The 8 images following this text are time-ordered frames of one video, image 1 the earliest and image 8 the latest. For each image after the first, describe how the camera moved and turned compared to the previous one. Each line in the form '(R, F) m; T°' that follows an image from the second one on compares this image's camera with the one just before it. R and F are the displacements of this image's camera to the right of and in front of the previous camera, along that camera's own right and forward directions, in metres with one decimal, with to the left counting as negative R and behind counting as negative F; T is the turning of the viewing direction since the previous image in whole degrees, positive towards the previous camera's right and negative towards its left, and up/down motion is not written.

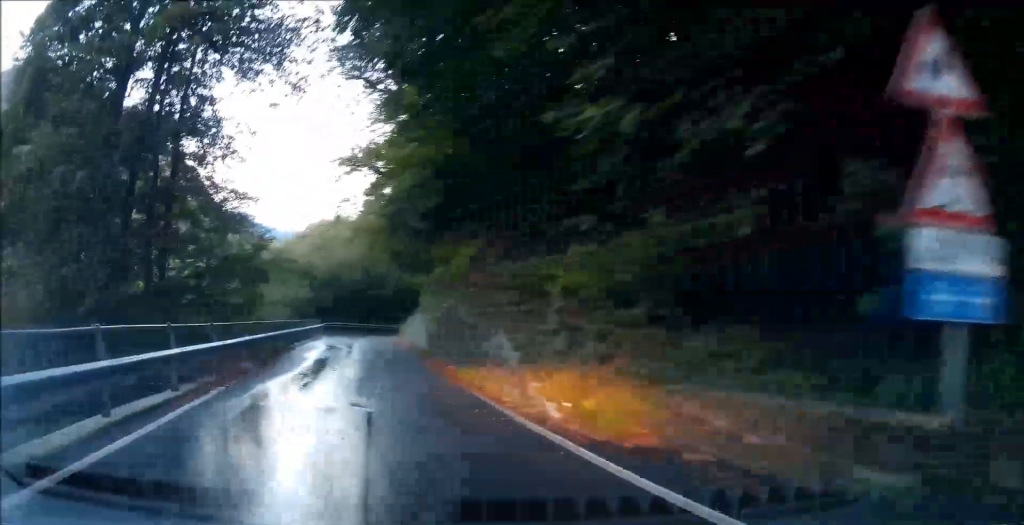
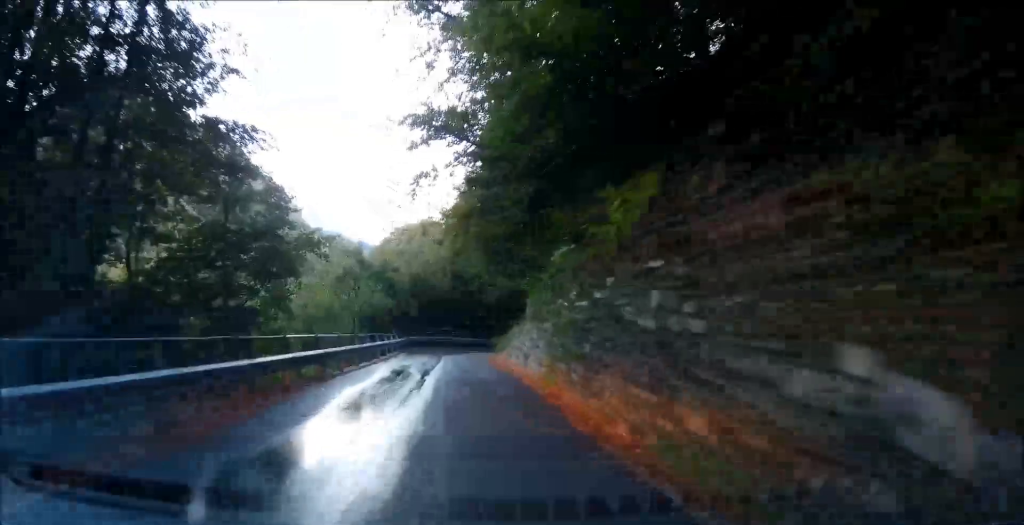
(-0.4, +7.9) m; -4°
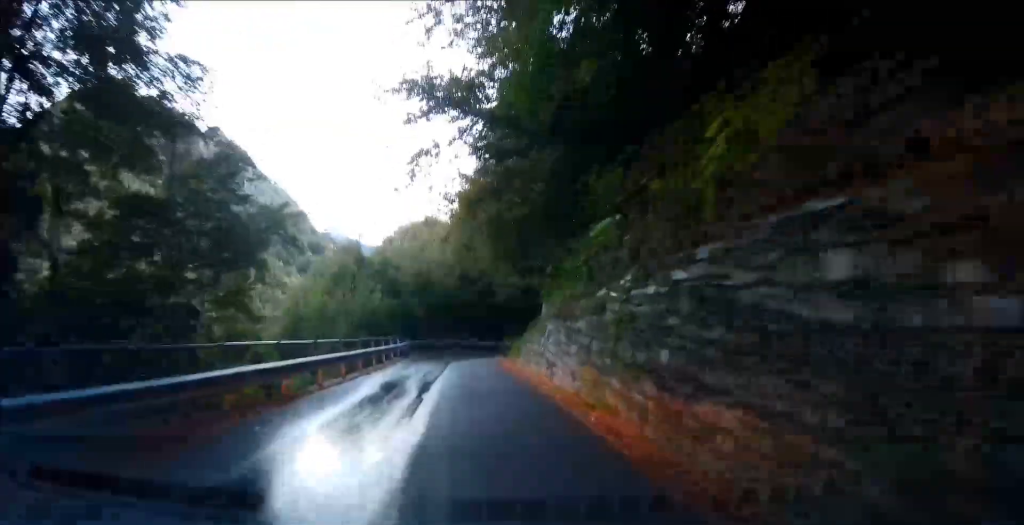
(0.0, +3.5) m; +1°
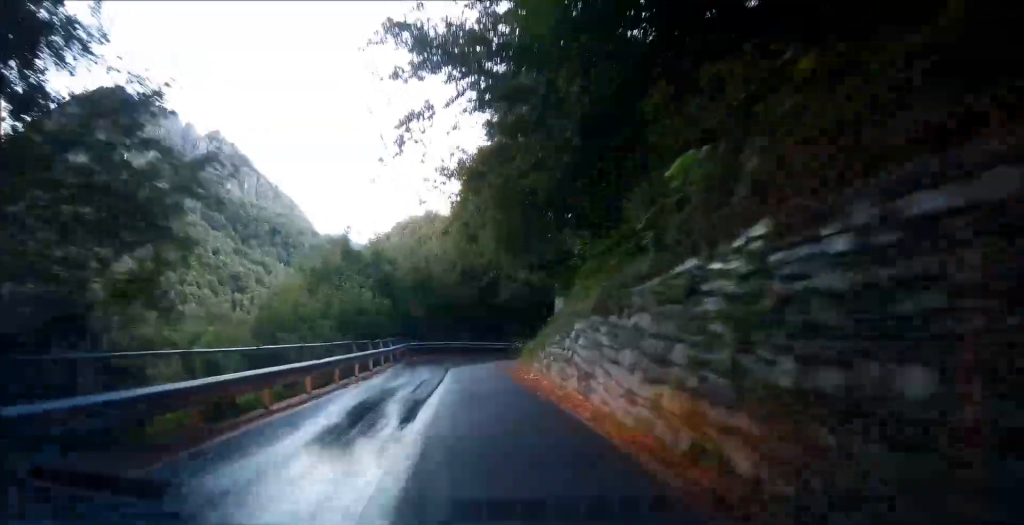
(-0.2, +3.8) m; +2°
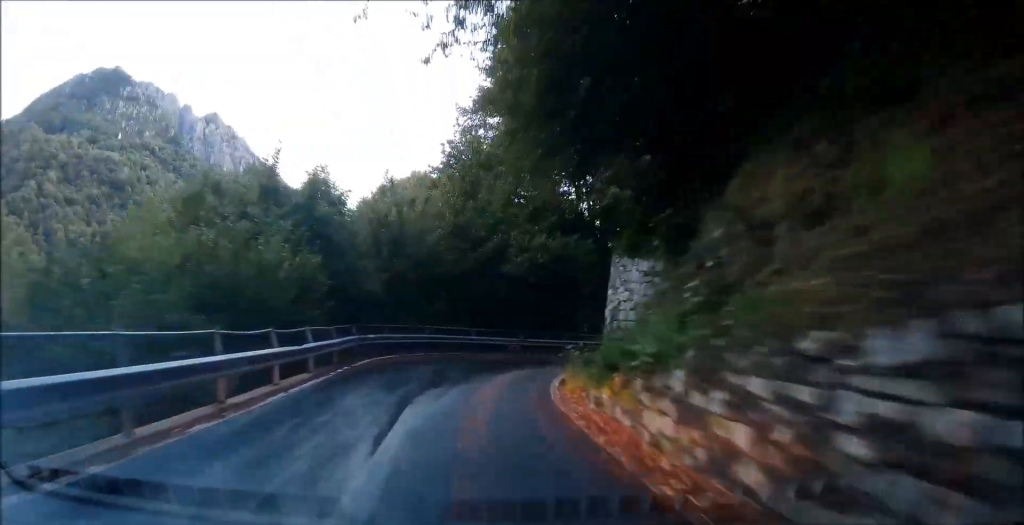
(+0.8, +12.2) m; +3°
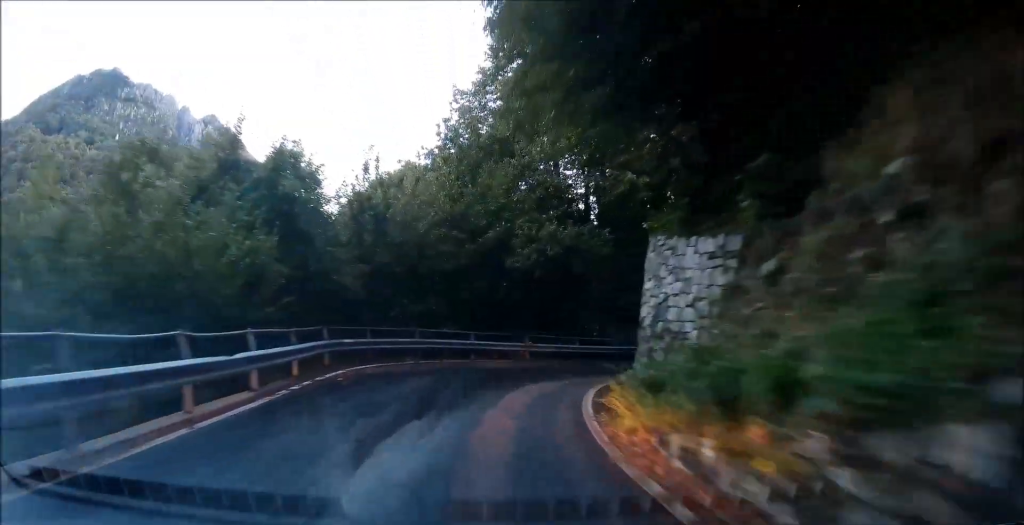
(0.0, +3.8) m; 0°
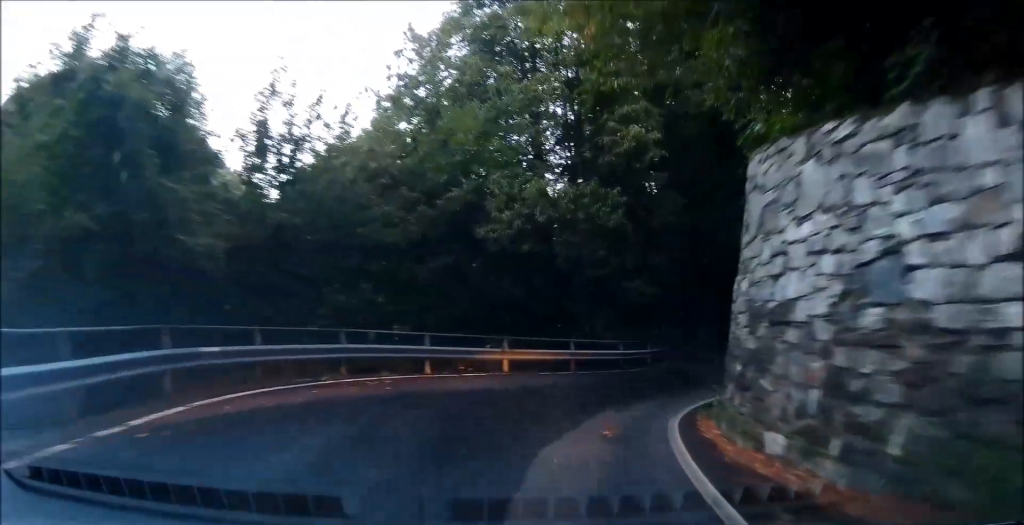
(+0.1, +8.0) m; +5°
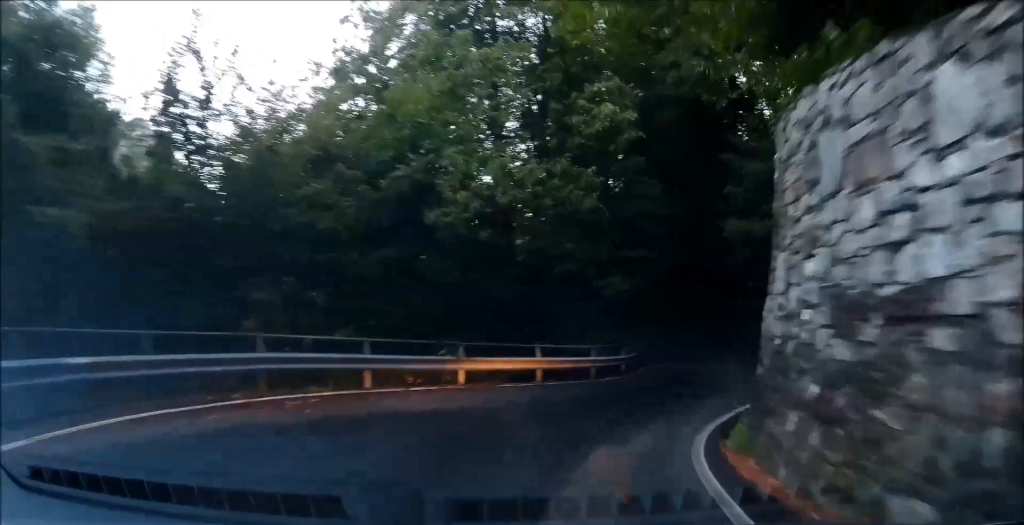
(+0.2, +3.2) m; +2°
